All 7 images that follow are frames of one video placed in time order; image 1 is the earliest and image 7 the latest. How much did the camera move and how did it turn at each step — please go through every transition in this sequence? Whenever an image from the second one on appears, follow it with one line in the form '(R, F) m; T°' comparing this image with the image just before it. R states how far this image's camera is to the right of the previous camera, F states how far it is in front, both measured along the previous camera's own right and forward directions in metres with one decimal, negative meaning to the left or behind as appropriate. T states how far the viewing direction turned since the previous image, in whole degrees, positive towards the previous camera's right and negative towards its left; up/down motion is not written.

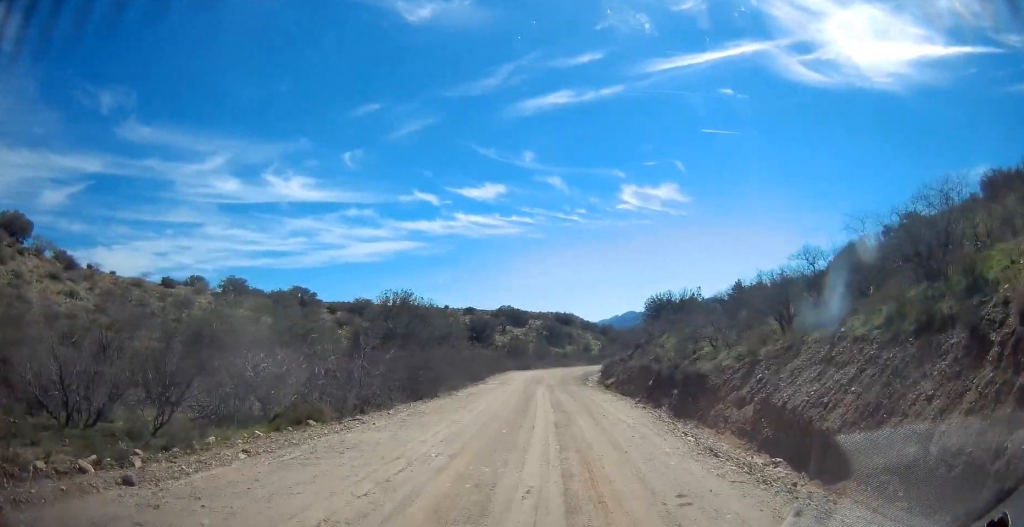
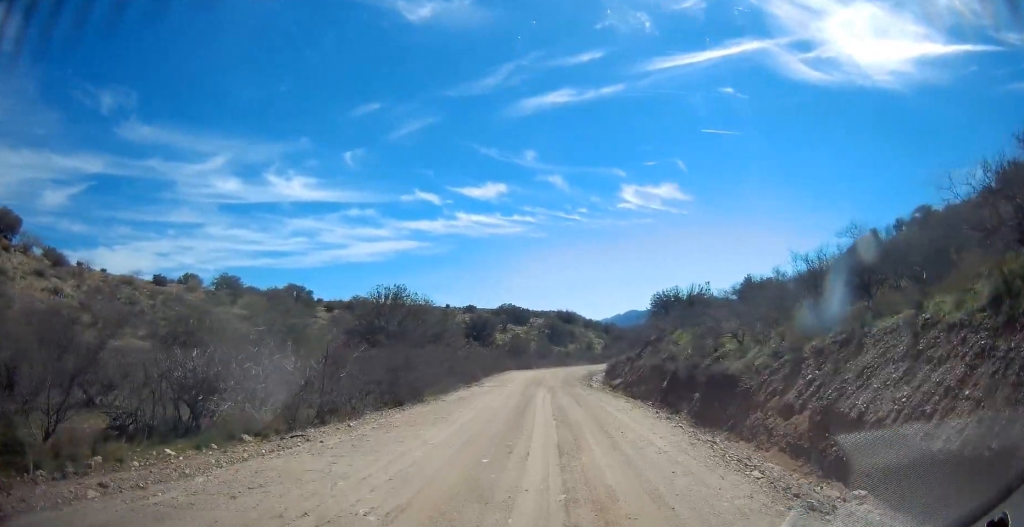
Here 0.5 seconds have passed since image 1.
(-0.2, +3.3) m; -1°
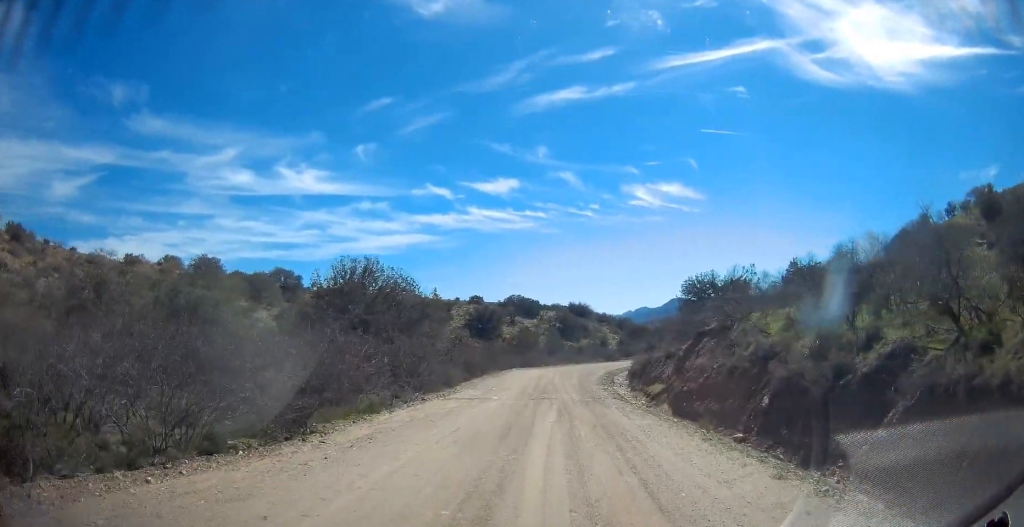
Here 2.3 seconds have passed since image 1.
(+0.3, +11.7) m; +2°
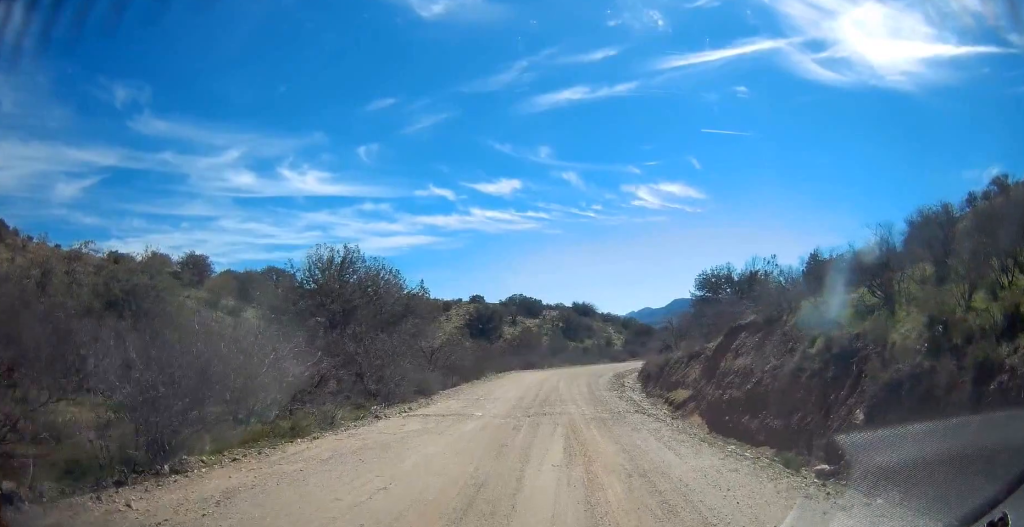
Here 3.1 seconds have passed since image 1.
(0.0, +4.8) m; +1°
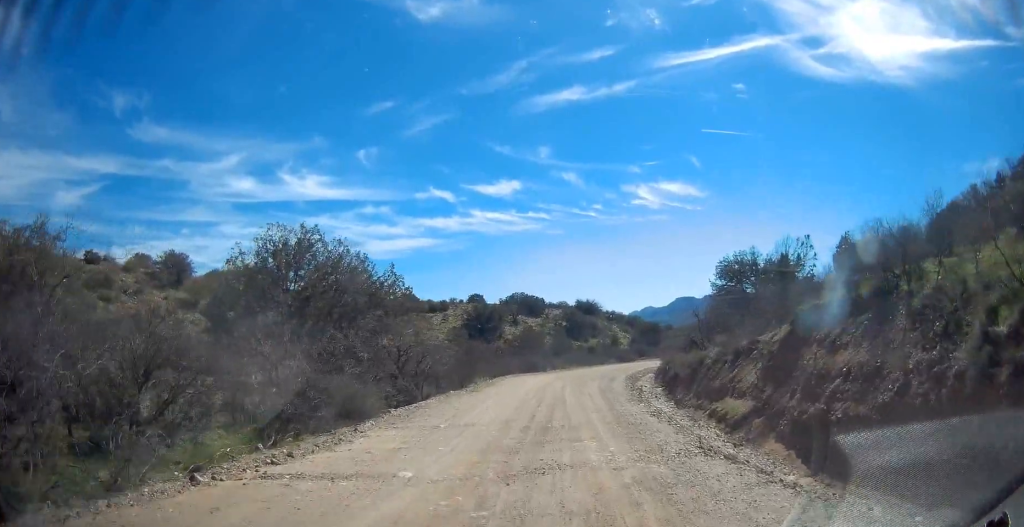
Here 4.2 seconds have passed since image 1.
(+0.1, +6.8) m; +1°
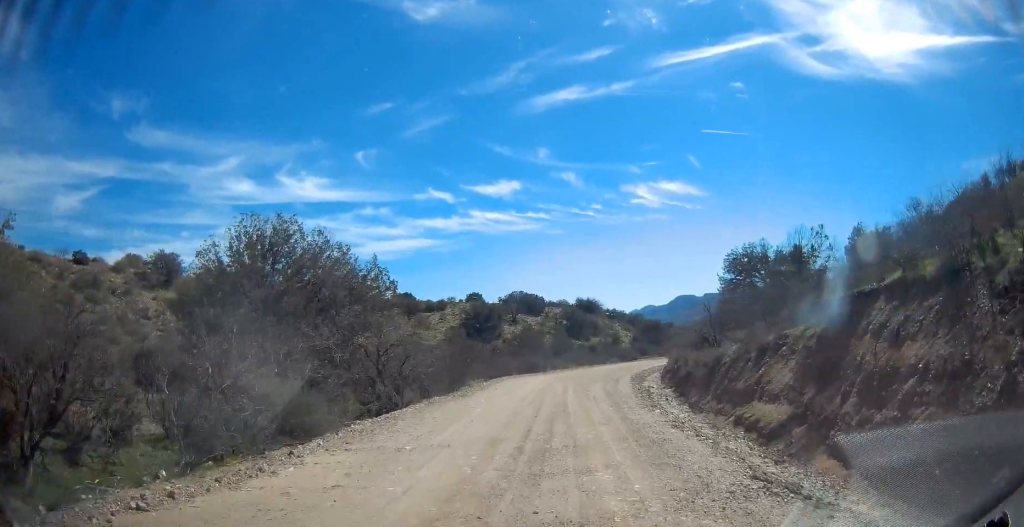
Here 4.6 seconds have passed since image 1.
(+0.1, +2.7) m; 0°
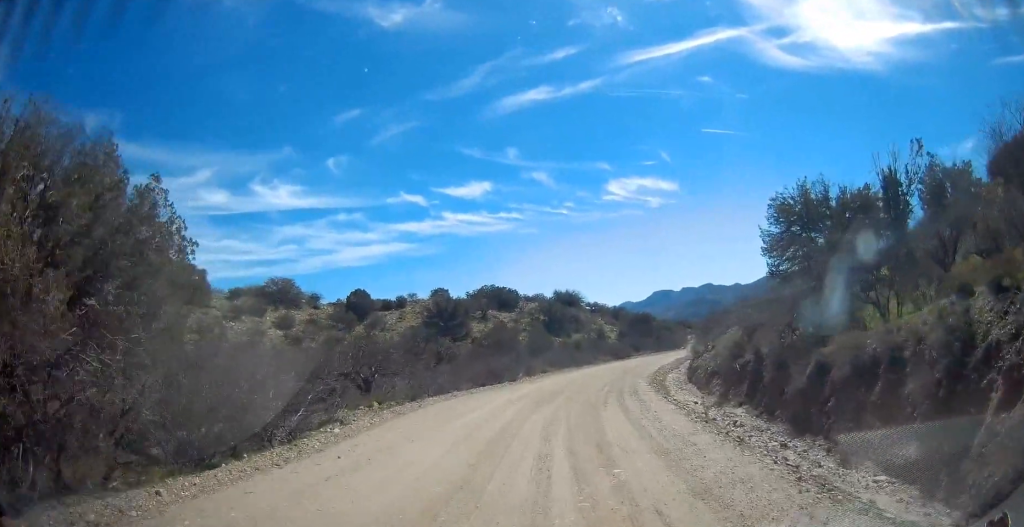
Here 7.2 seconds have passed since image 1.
(-0.5, +16.2) m; -3°
